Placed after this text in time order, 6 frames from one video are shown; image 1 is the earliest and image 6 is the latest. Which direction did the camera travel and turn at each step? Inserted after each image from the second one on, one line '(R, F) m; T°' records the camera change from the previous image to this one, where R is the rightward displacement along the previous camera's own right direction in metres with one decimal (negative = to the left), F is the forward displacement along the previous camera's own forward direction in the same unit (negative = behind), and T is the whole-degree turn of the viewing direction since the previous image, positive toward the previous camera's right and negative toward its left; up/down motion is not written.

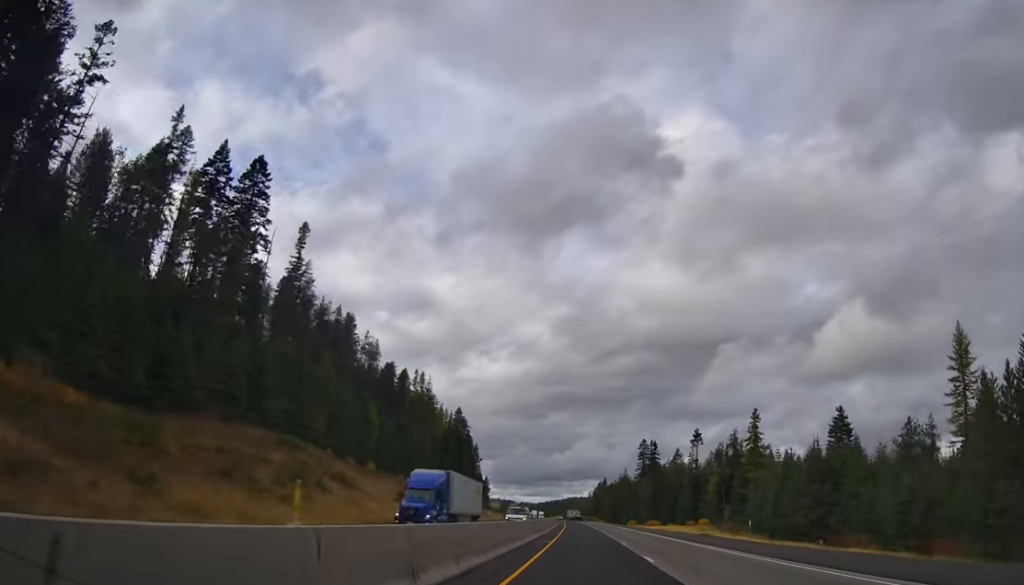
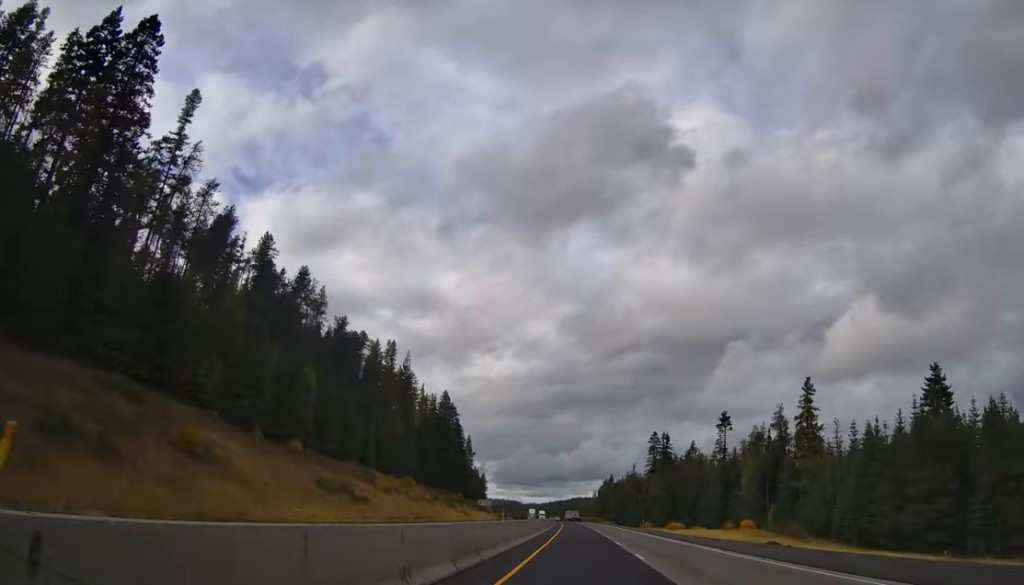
(+0.3, +34.4) m; 0°
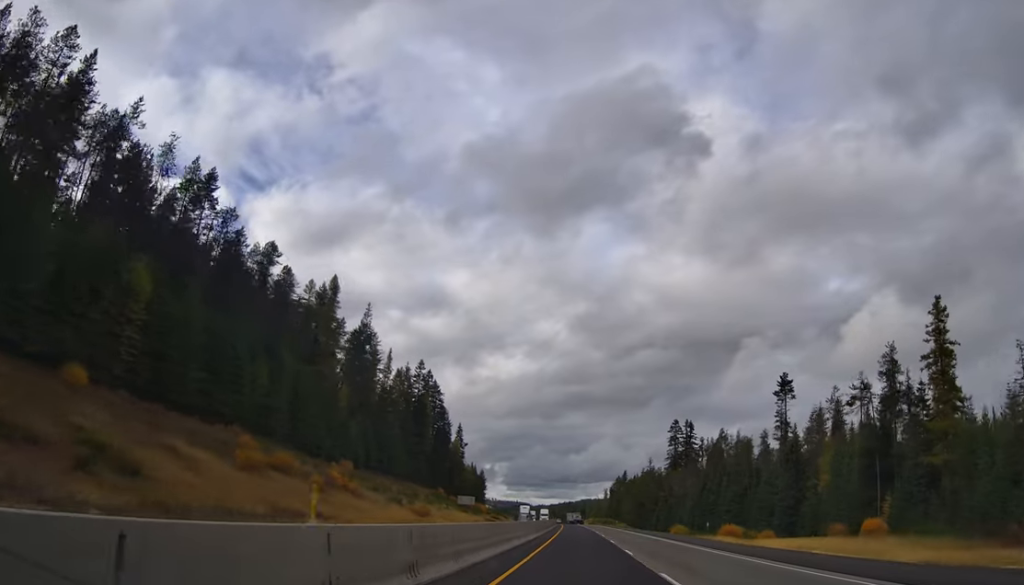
(-0.6, +44.8) m; -1°
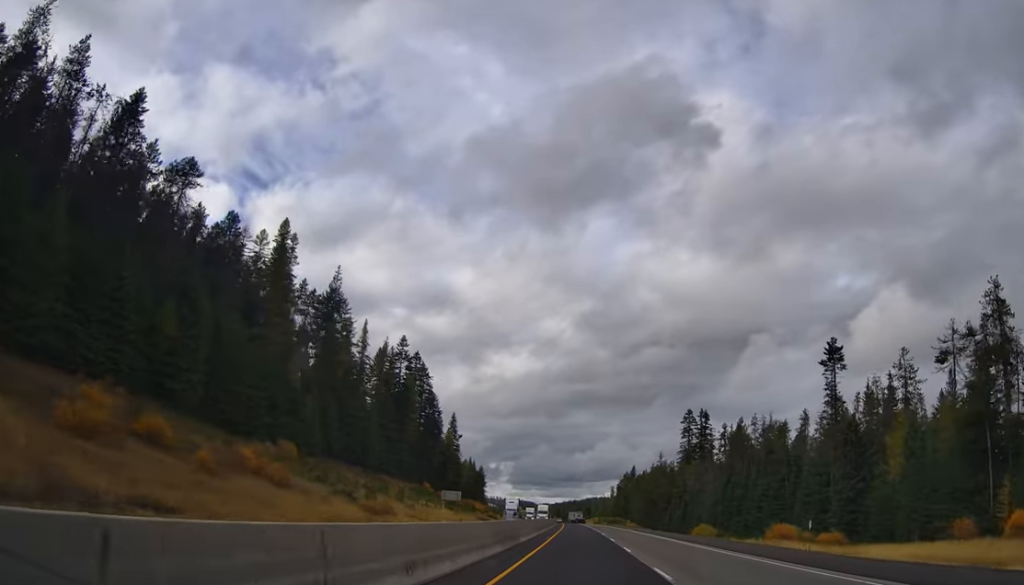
(-0.1, +23.0) m; 0°
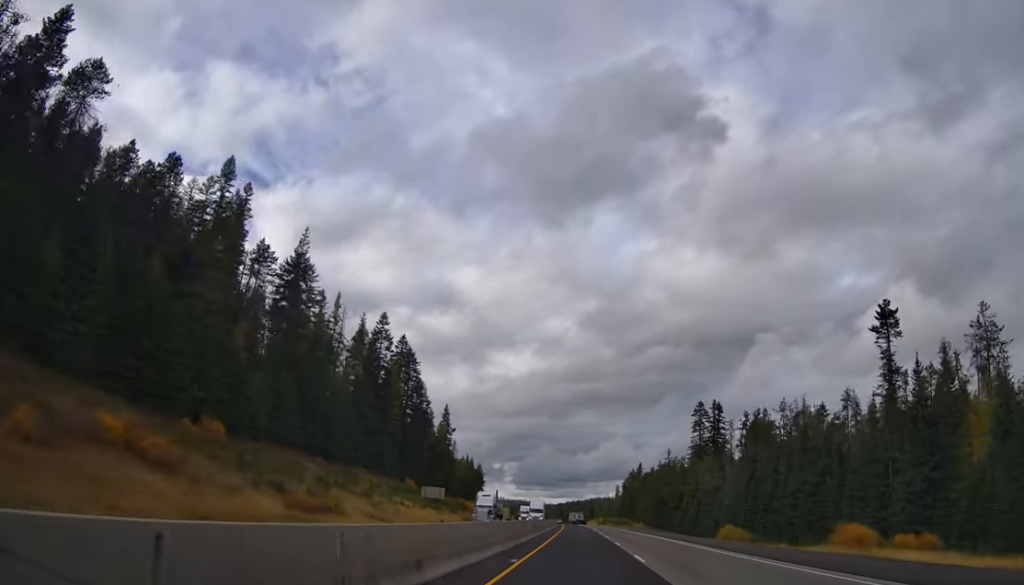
(+0.2, +18.6) m; 0°
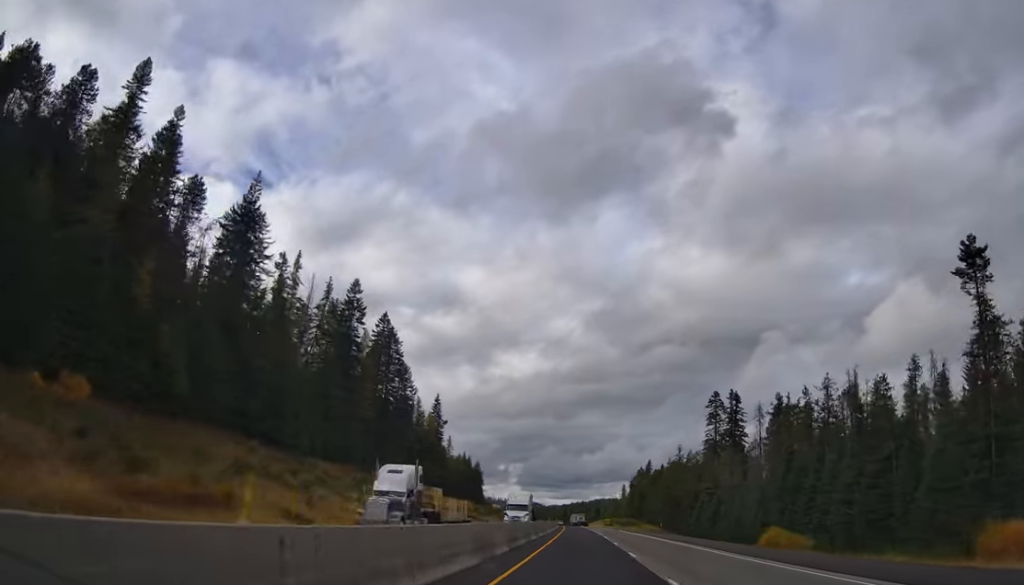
(-0.2, +20.9) m; -1°
